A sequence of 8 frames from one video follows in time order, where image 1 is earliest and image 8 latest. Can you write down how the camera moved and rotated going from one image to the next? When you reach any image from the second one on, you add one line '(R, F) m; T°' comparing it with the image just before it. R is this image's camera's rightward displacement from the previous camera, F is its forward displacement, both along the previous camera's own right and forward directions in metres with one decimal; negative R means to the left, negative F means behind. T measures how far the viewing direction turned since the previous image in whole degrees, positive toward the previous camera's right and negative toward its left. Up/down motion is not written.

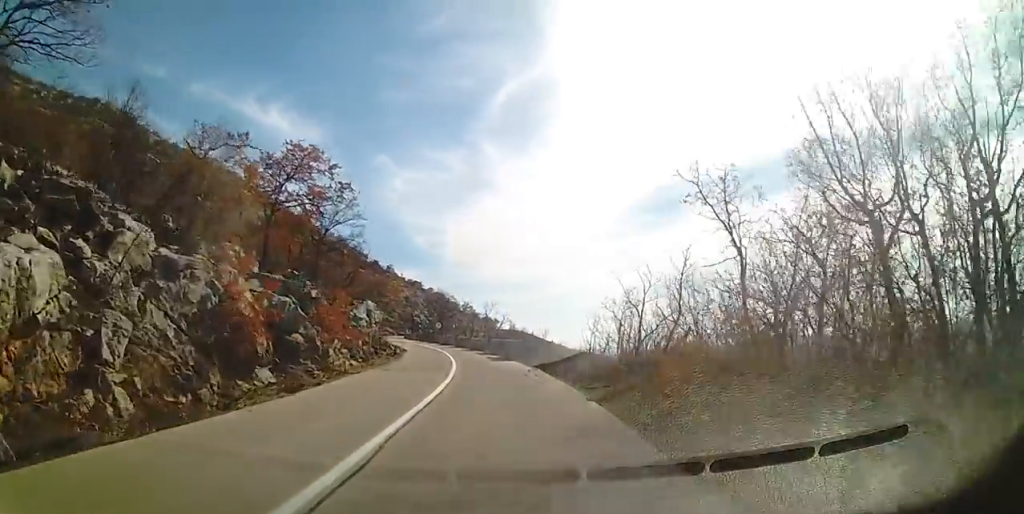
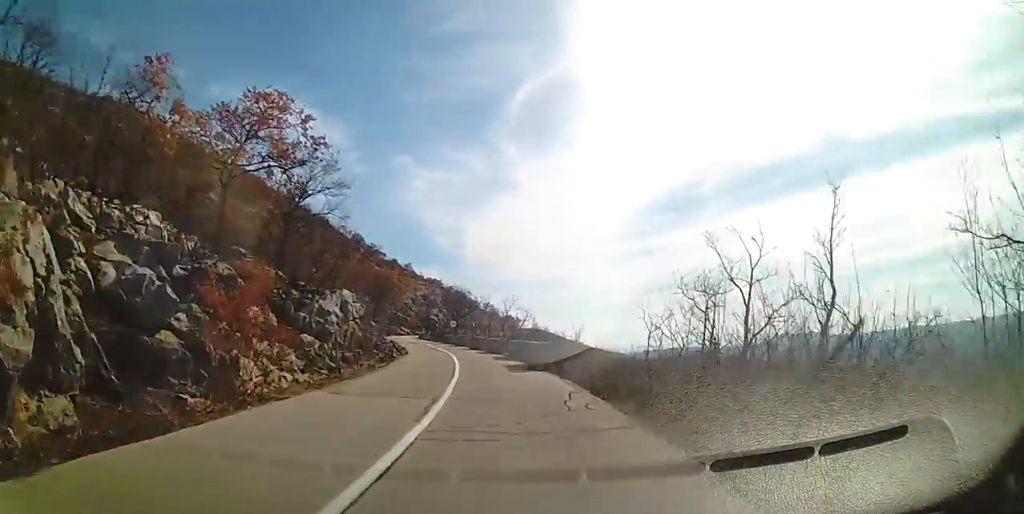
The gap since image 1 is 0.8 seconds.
(+0.3, +6.1) m; -4°
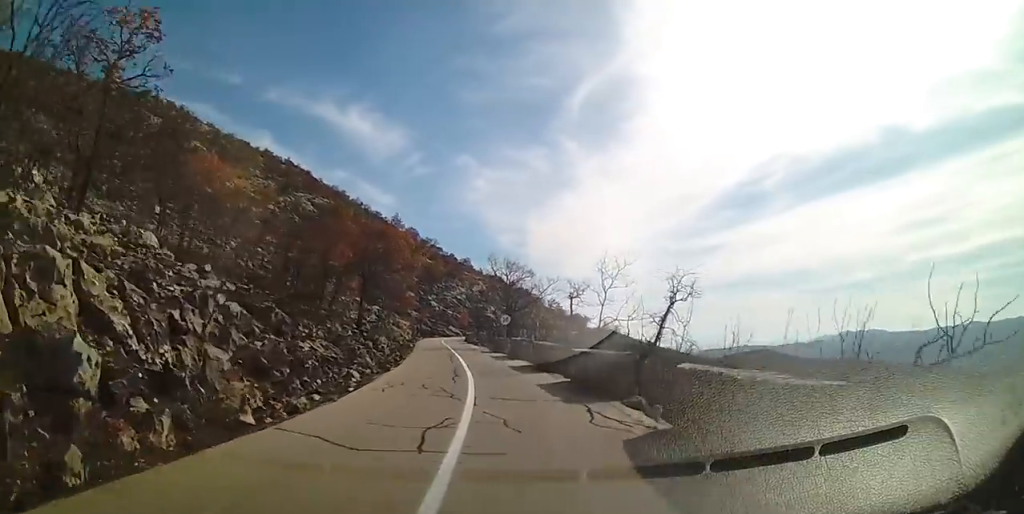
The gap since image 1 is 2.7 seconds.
(-1.1, +20.3) m; -5°
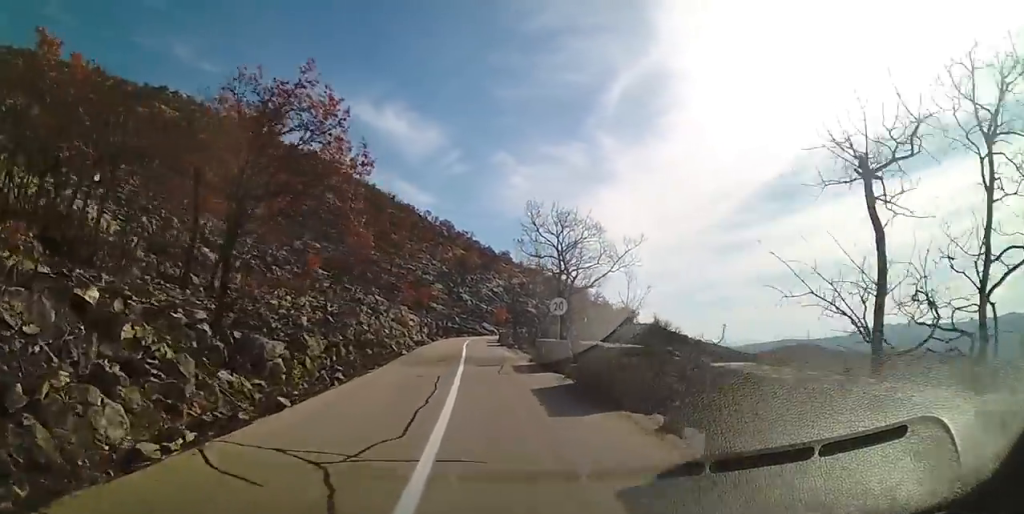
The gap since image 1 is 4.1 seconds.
(-1.0, +16.2) m; -5°
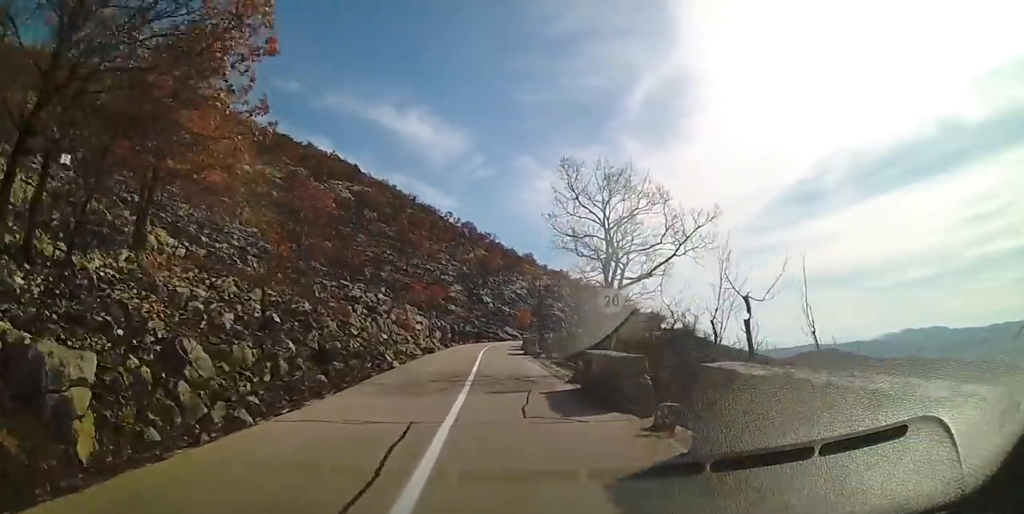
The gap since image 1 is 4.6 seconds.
(0.0, +6.8) m; -1°
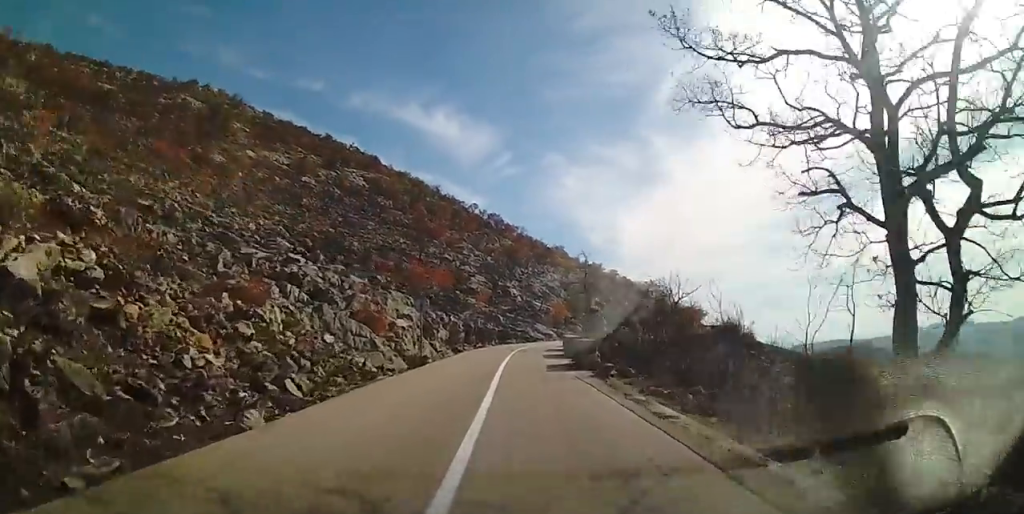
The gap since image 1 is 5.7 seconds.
(-0.3, +13.1) m; -2°
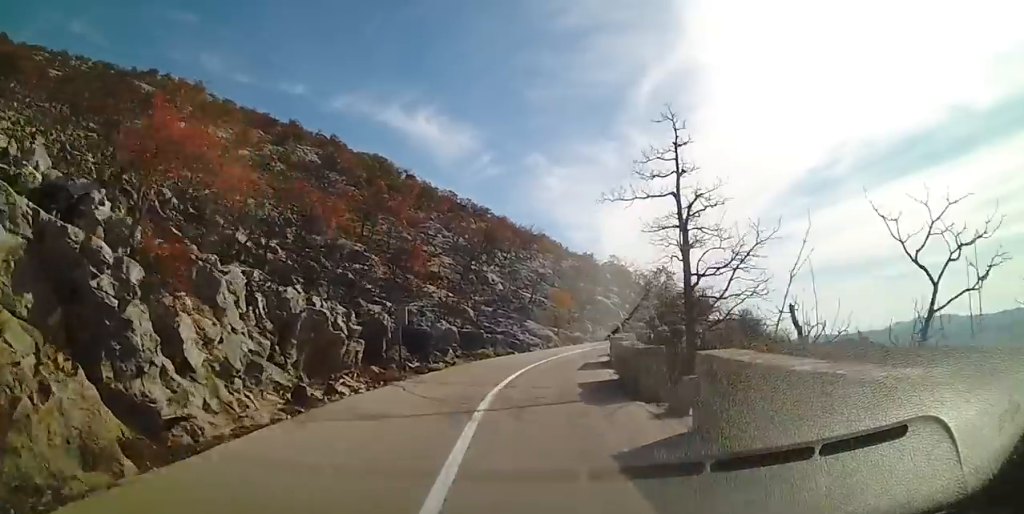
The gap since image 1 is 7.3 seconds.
(-0.1, +22.2) m; +2°
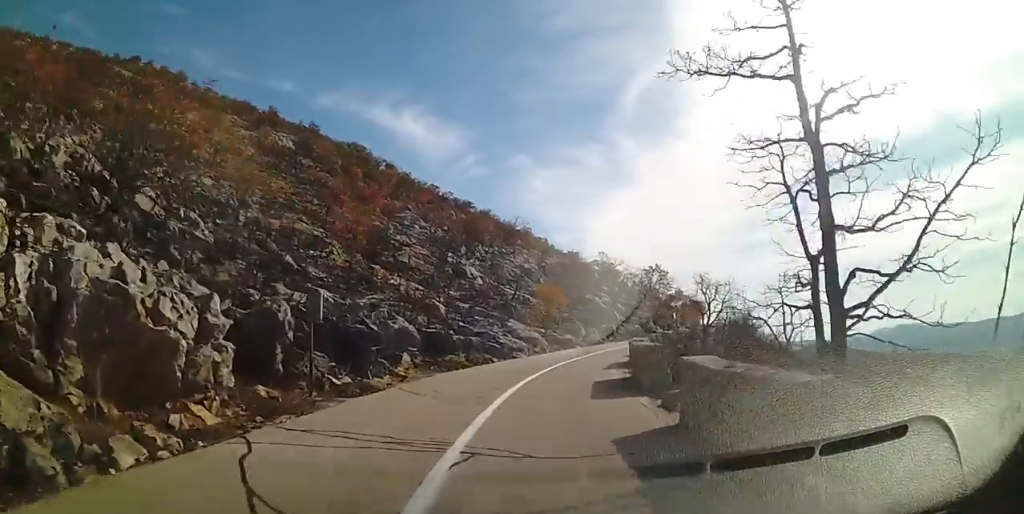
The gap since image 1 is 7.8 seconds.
(-0.3, +6.4) m; +2°
